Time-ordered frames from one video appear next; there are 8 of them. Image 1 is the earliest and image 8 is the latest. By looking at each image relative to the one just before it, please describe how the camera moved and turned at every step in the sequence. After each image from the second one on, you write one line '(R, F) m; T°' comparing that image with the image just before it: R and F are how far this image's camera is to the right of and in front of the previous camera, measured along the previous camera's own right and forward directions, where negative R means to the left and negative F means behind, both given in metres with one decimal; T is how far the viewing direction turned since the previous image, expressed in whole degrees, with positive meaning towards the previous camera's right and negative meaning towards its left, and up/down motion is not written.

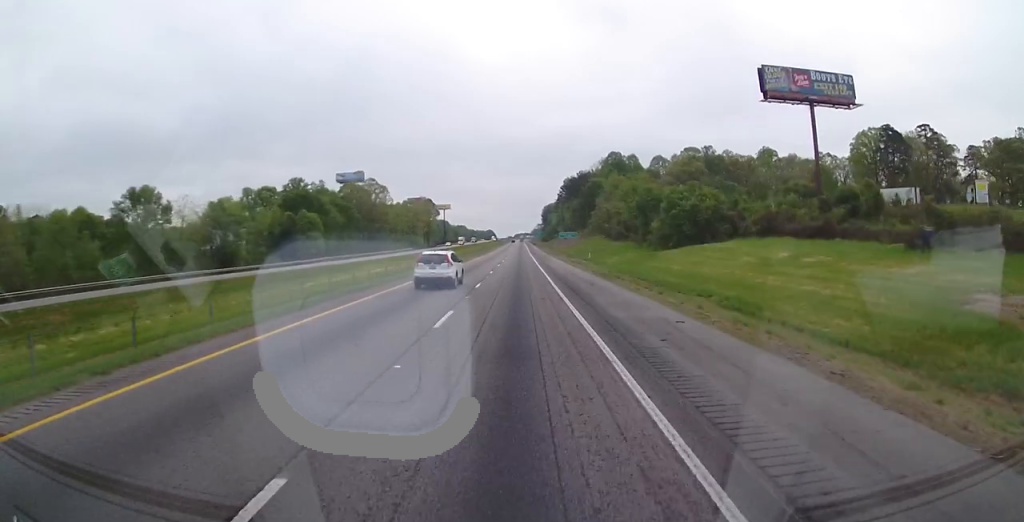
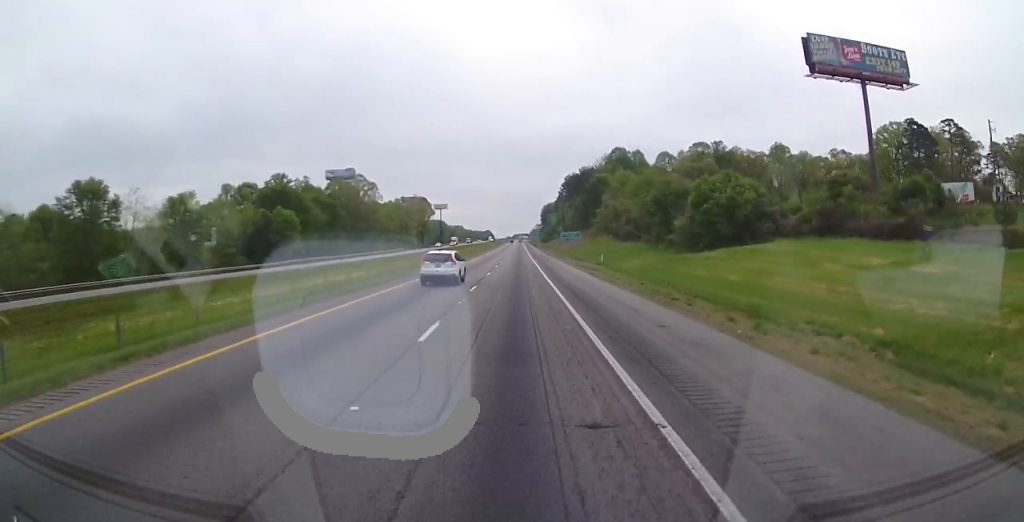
(+0.1, +13.9) m; 0°
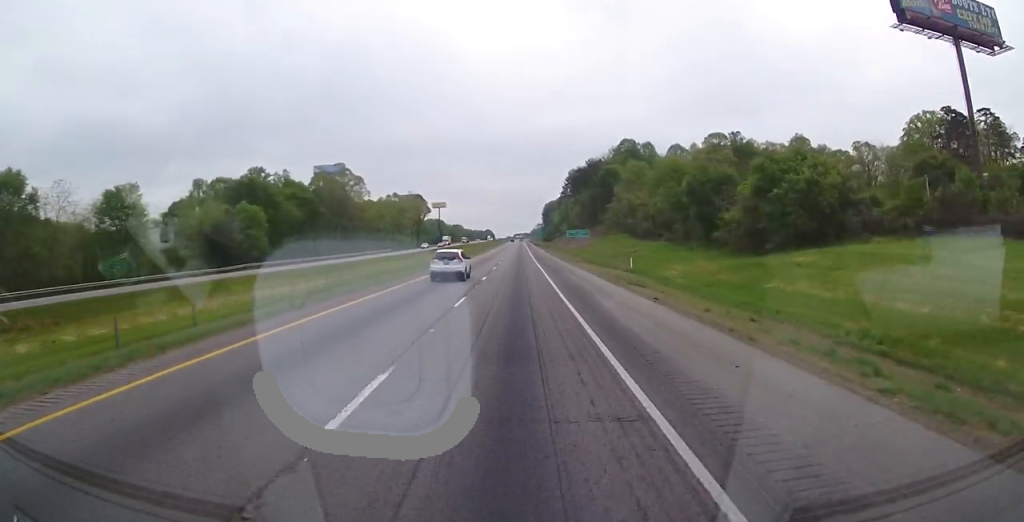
(+0.1, +17.8) m; 0°
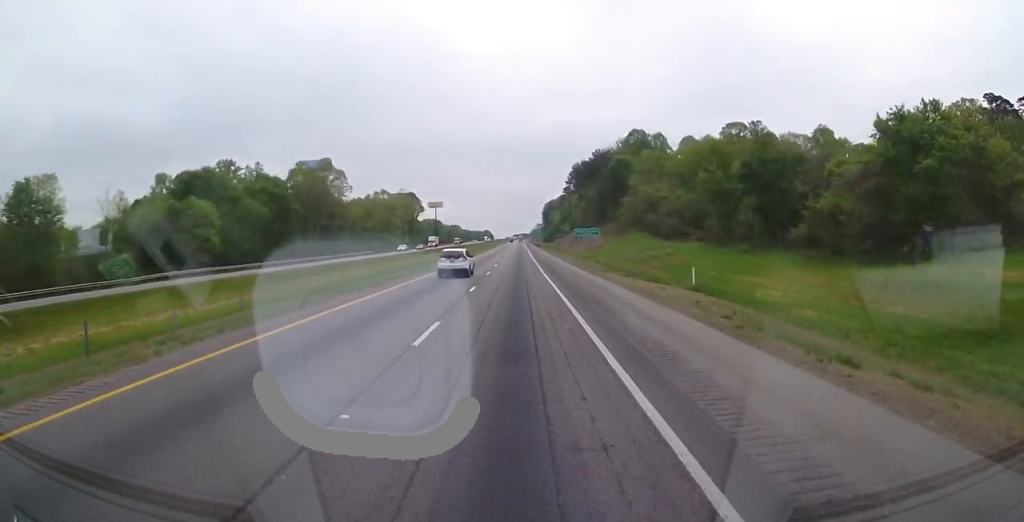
(0.0, +18.9) m; 0°
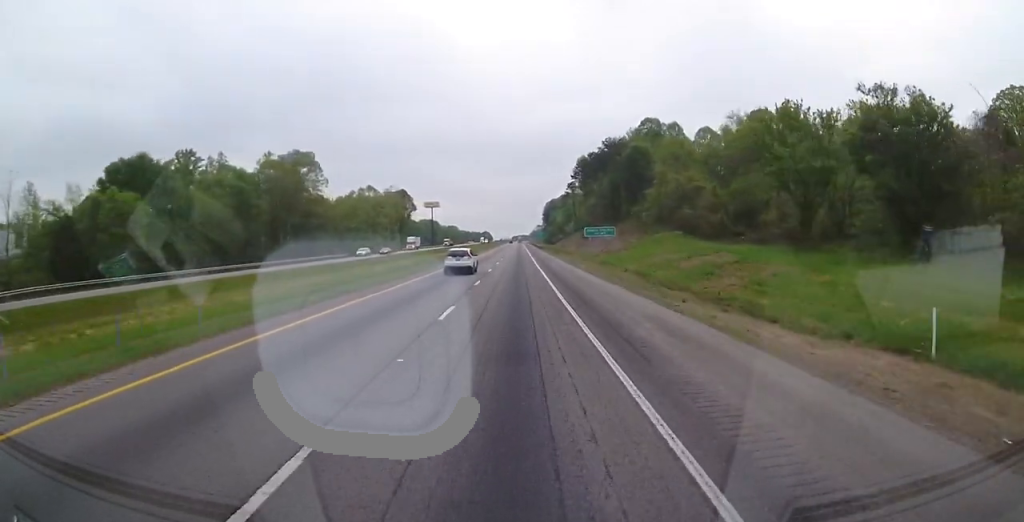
(+0.1, +20.5) m; 0°
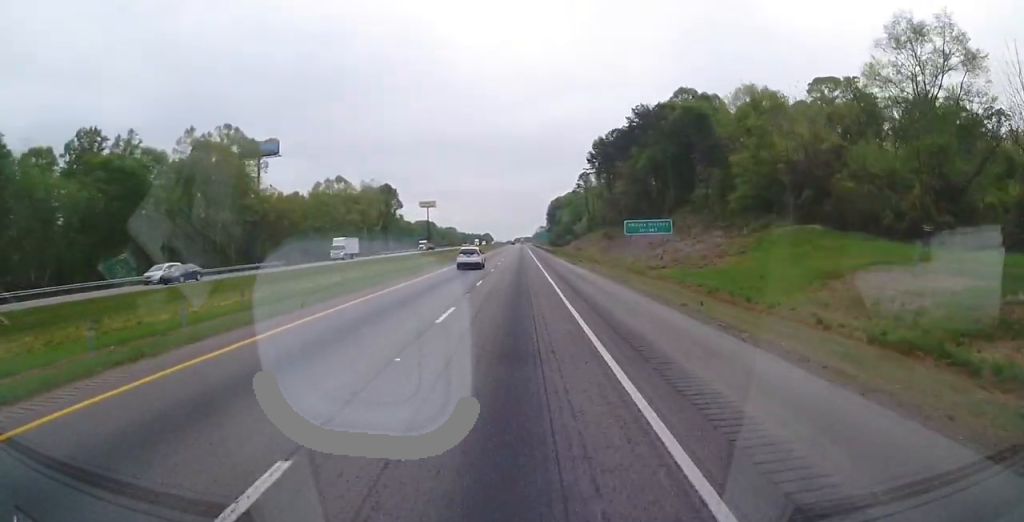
(-0.2, +36.8) m; 0°
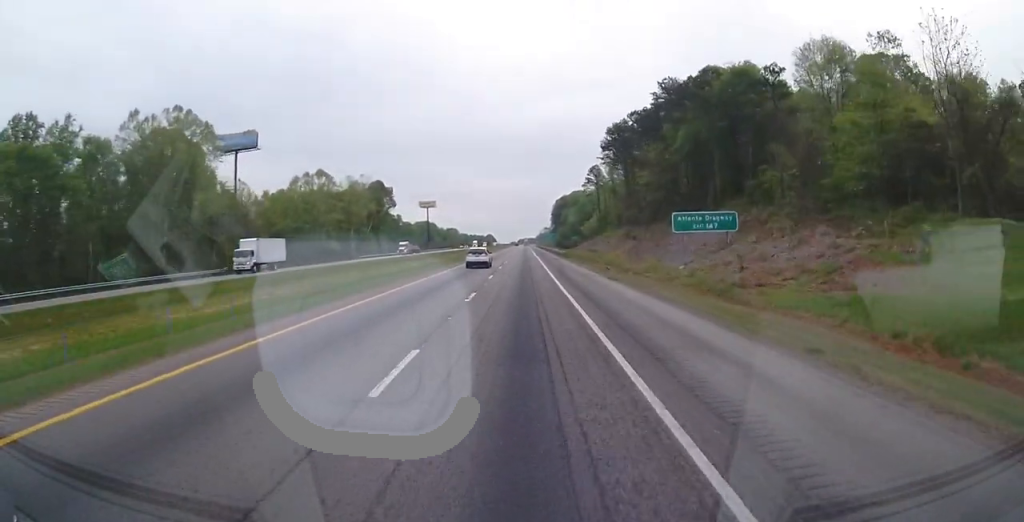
(+0.2, +18.9) m; 0°
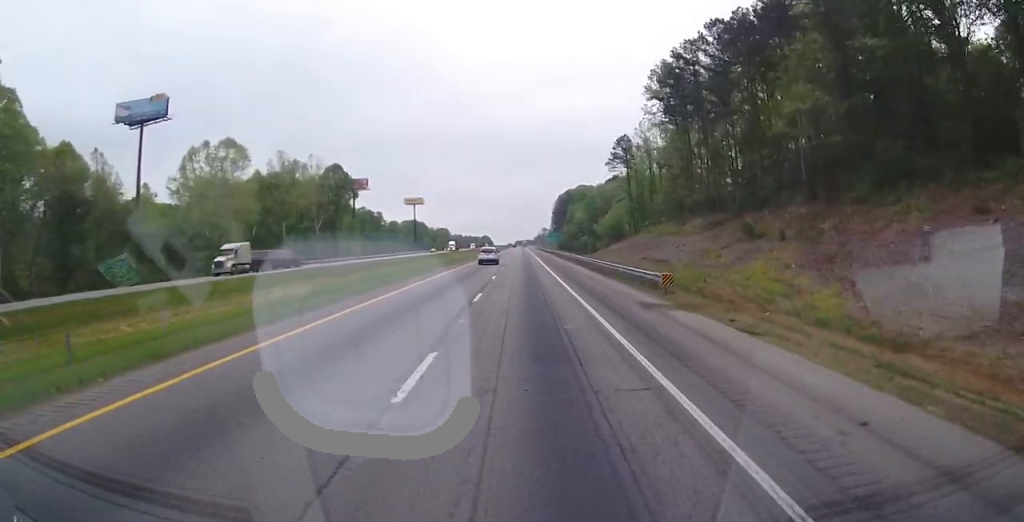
(-0.5, +48.5) m; 0°
